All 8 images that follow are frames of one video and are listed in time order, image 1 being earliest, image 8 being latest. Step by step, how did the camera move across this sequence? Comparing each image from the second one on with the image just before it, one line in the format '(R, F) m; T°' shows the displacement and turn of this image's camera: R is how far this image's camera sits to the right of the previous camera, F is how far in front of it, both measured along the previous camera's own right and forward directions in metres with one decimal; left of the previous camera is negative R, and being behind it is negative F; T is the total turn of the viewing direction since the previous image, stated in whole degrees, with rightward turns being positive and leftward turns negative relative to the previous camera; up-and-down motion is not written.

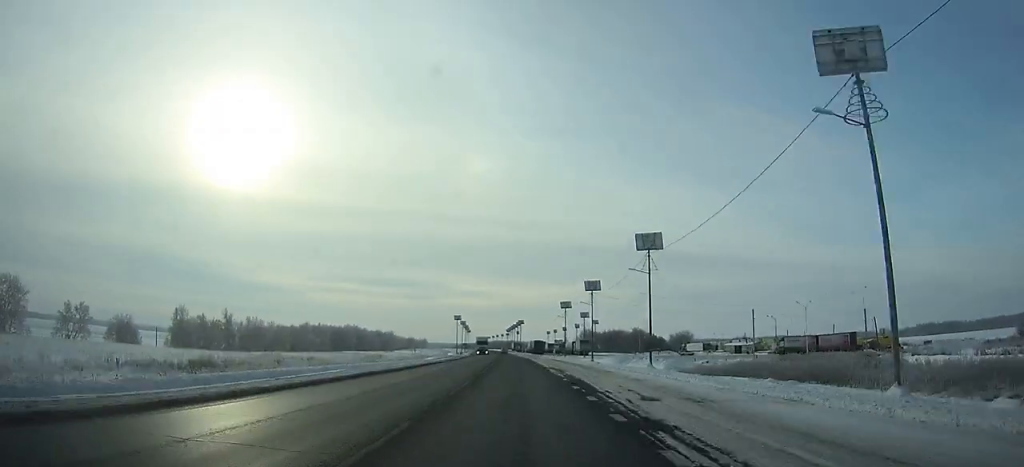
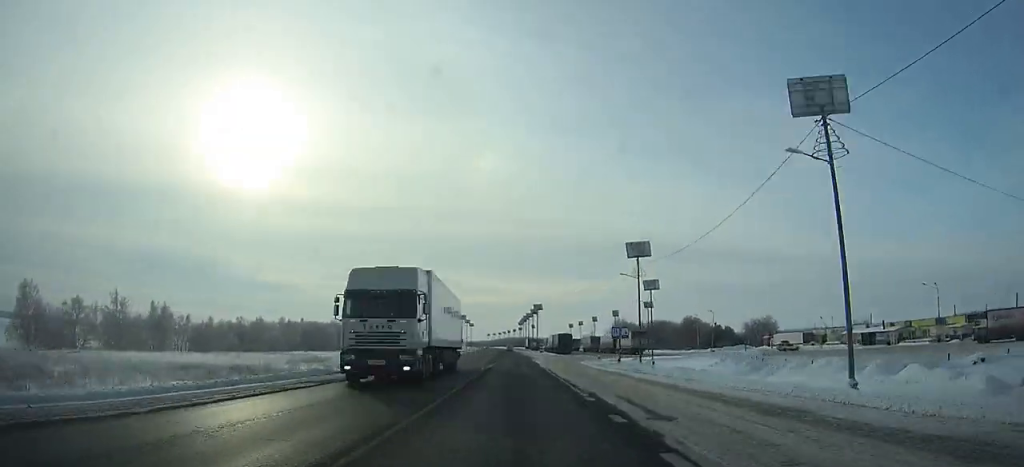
(-0.7, +56.3) m; -1°
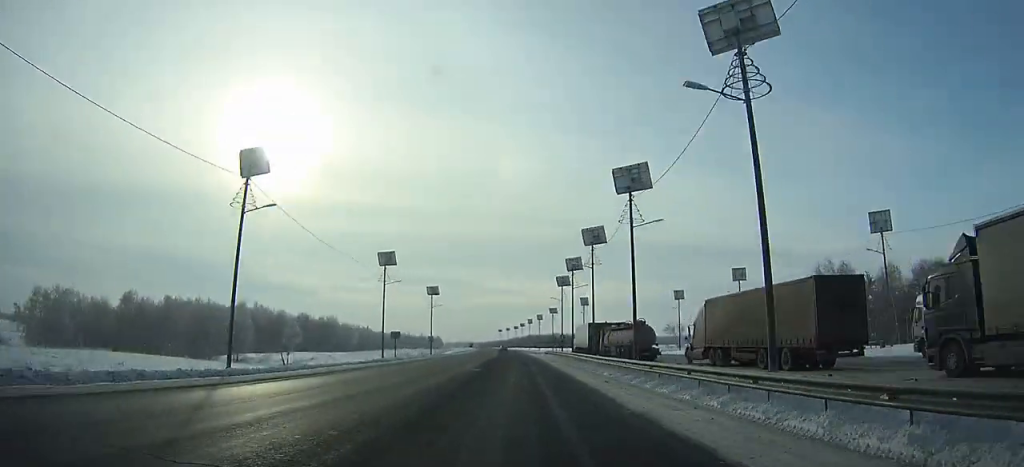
(-2.4, +135.5) m; -2°
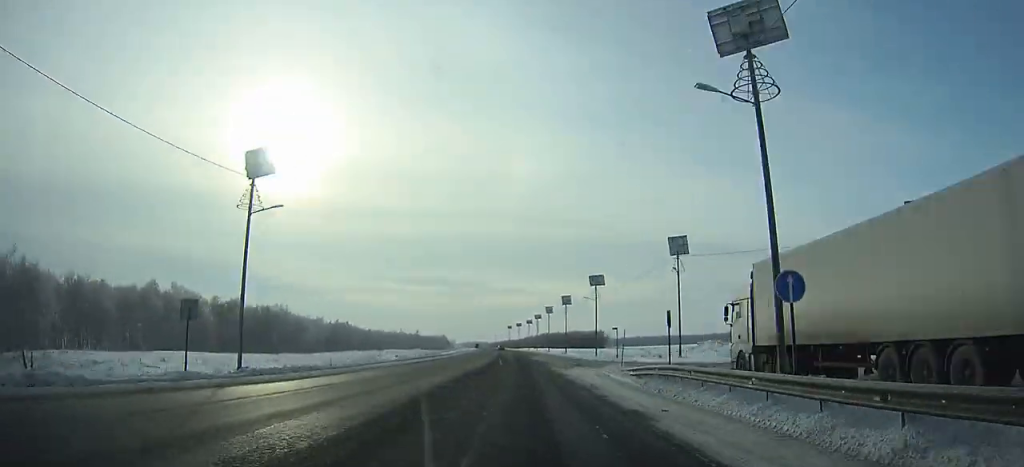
(-0.3, +59.6) m; -1°
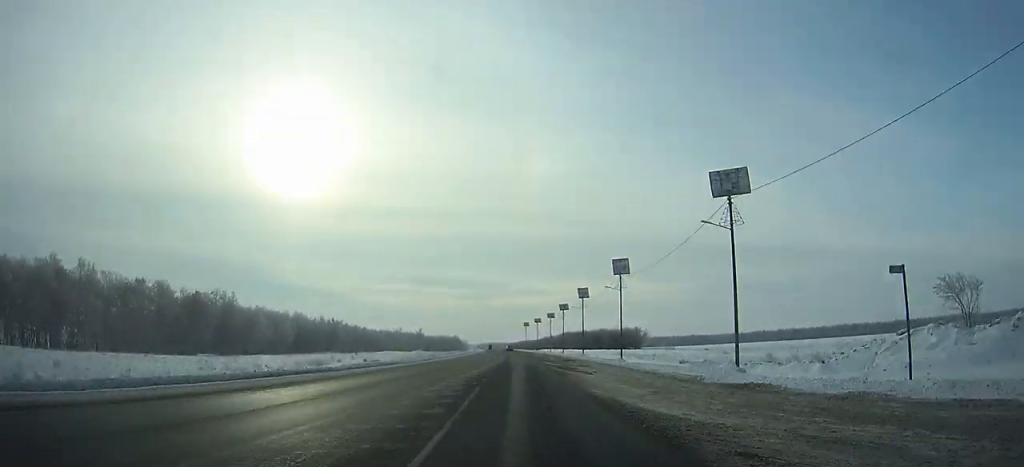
(-0.8, +42.4) m; -1°
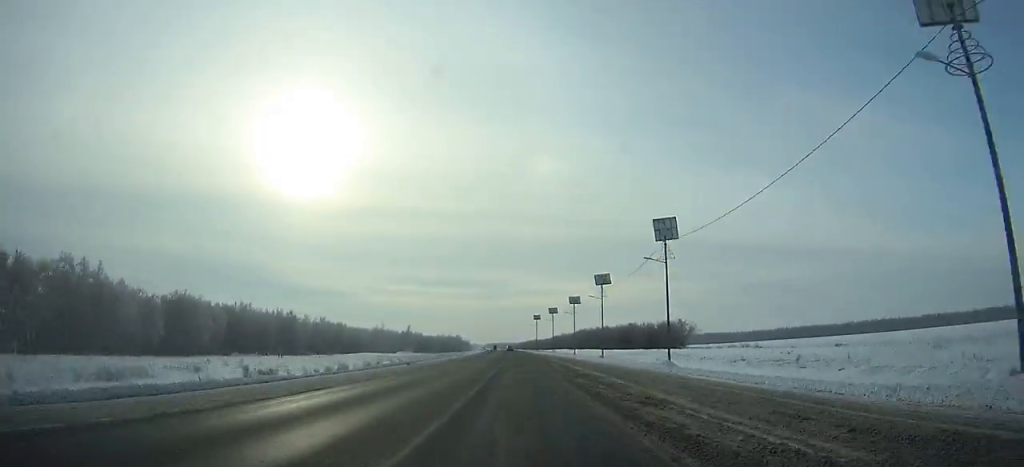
(-0.5, +47.4) m; -1°
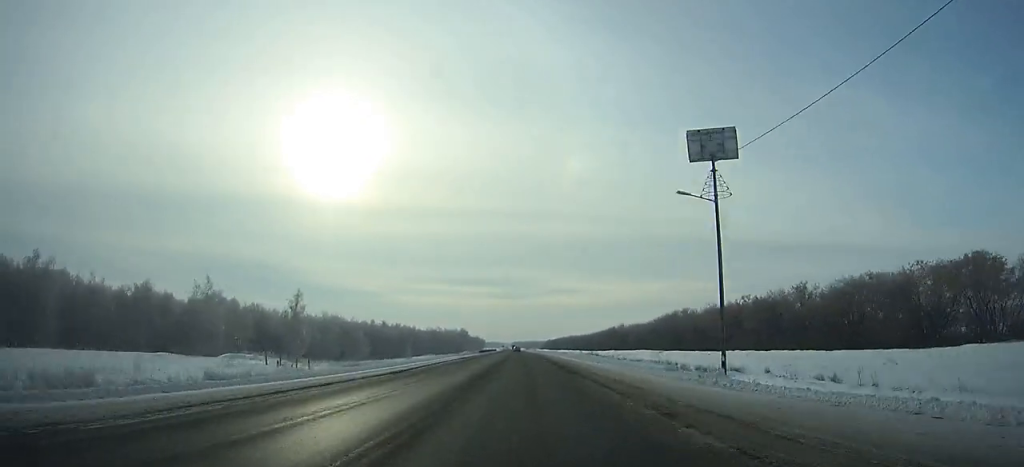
(-2.8, +137.6) m; -2°
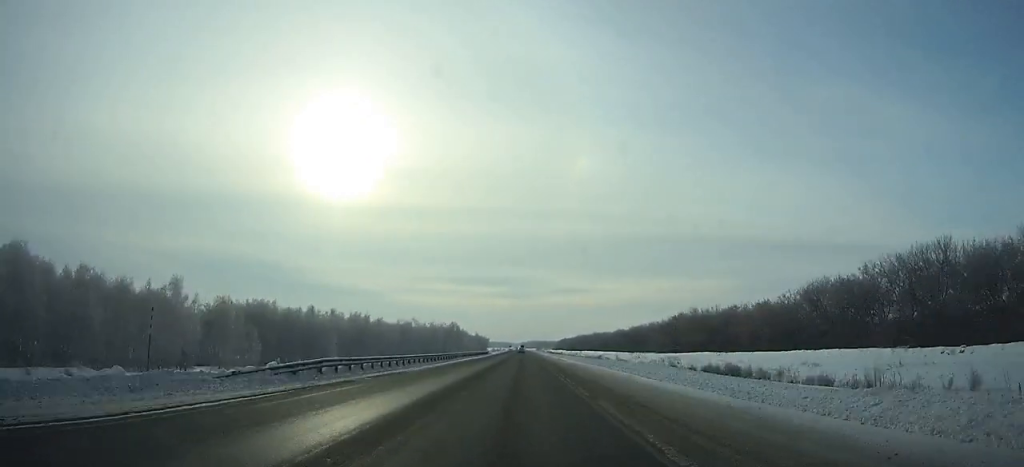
(-0.7, +88.4) m; -1°
